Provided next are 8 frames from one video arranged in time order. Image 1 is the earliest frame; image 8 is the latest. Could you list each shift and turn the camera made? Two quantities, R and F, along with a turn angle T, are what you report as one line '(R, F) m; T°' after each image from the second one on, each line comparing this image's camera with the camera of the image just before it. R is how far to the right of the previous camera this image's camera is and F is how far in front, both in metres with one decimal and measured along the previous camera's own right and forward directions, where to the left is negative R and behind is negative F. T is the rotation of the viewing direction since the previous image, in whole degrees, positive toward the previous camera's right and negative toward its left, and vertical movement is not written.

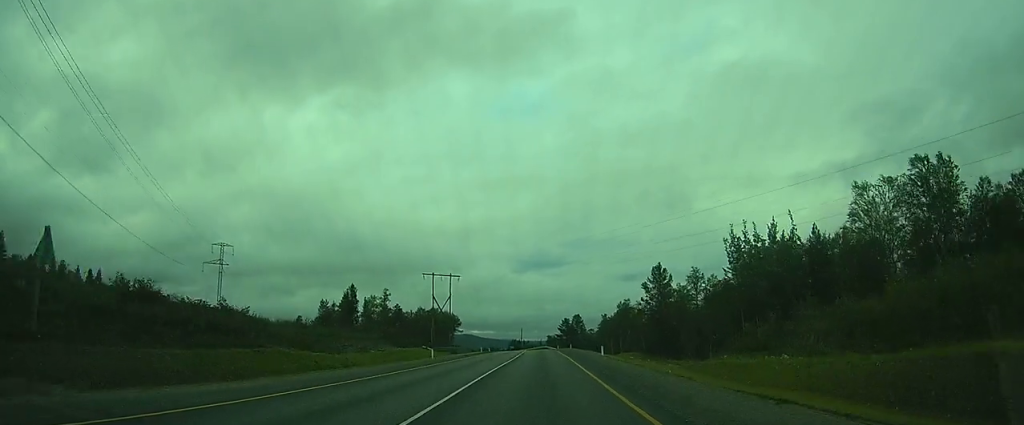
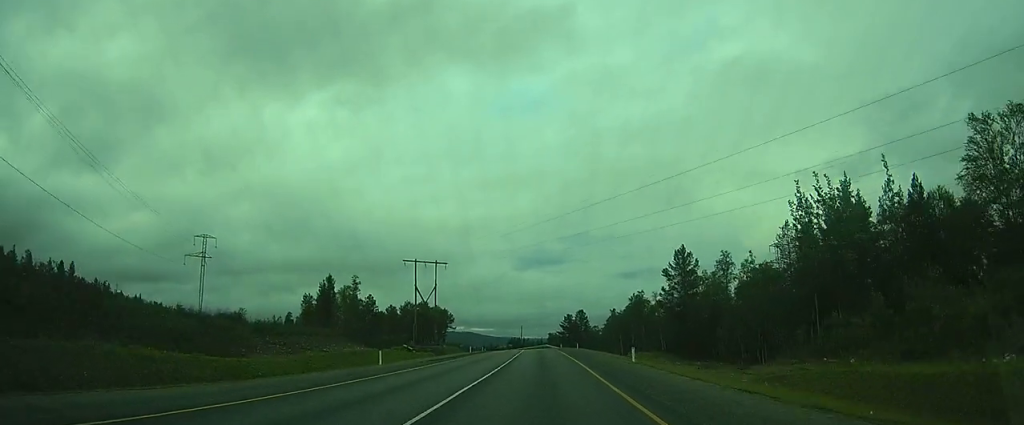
(+0.1, +14.5) m; 0°
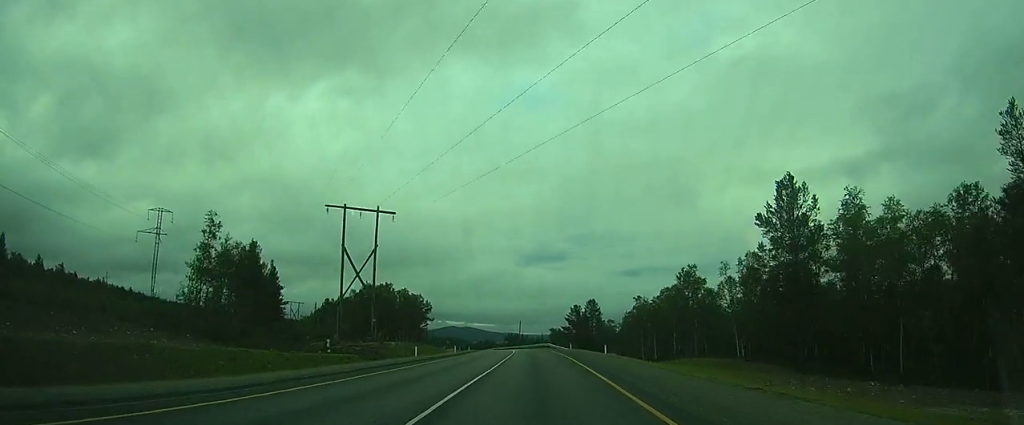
(-0.3, +32.1) m; -1°
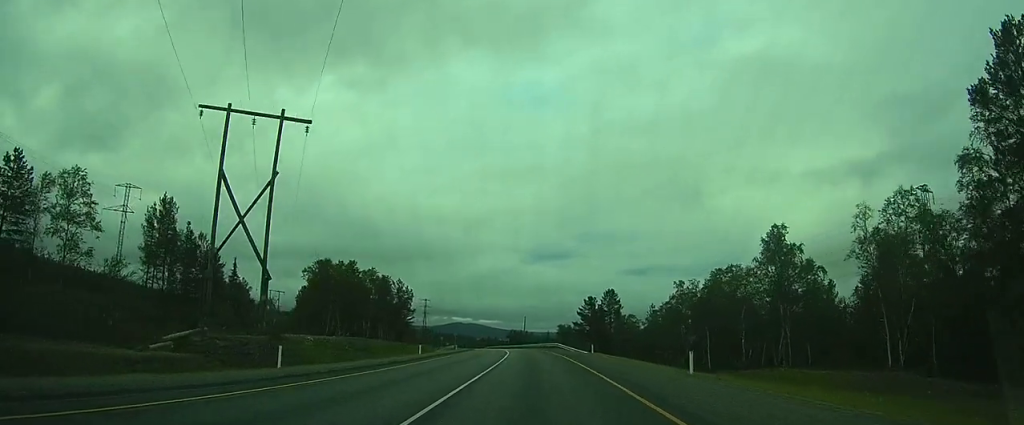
(0.0, +22.8) m; -1°
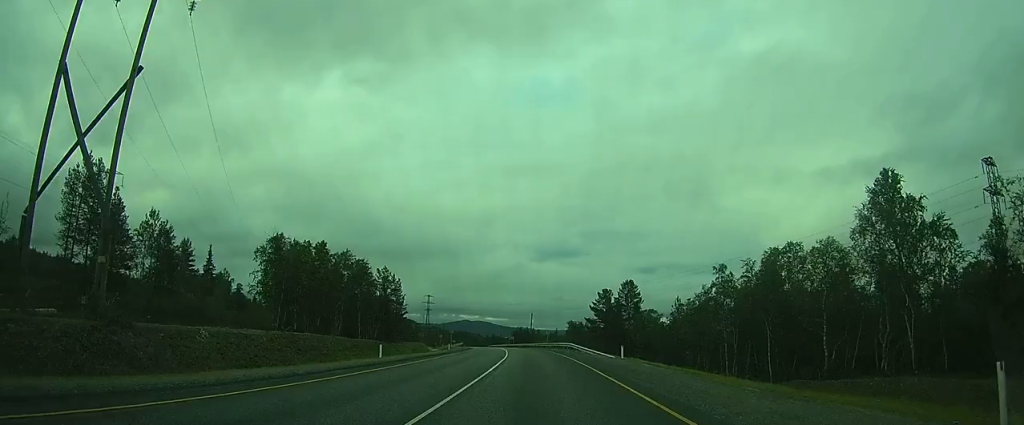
(-0.2, +13.3) m; -1°
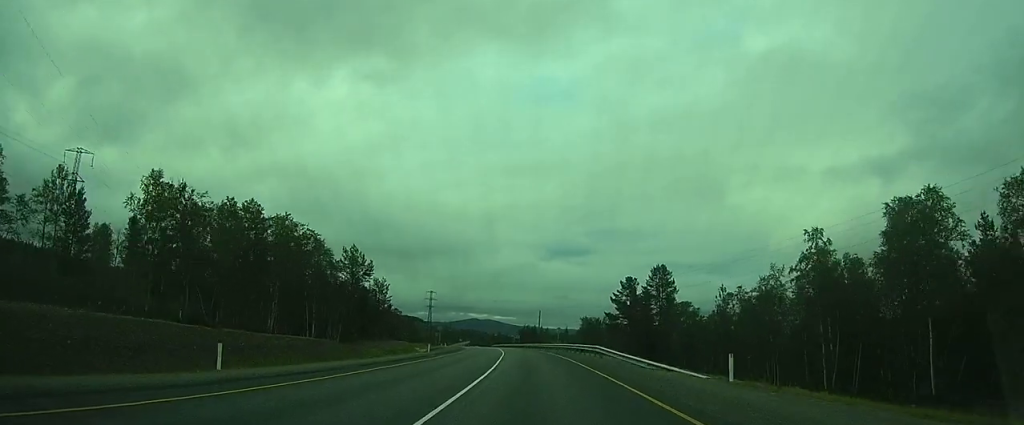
(-0.2, +17.8) m; -1°
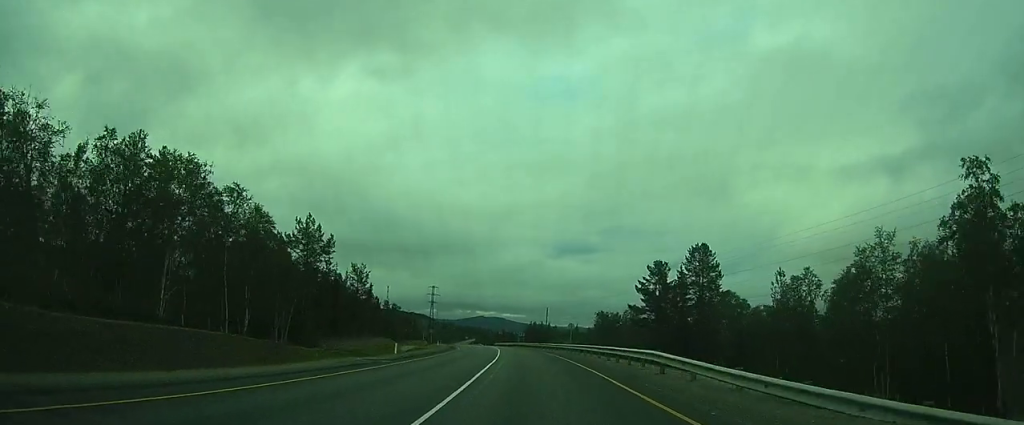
(0.0, +14.8) m; 0°
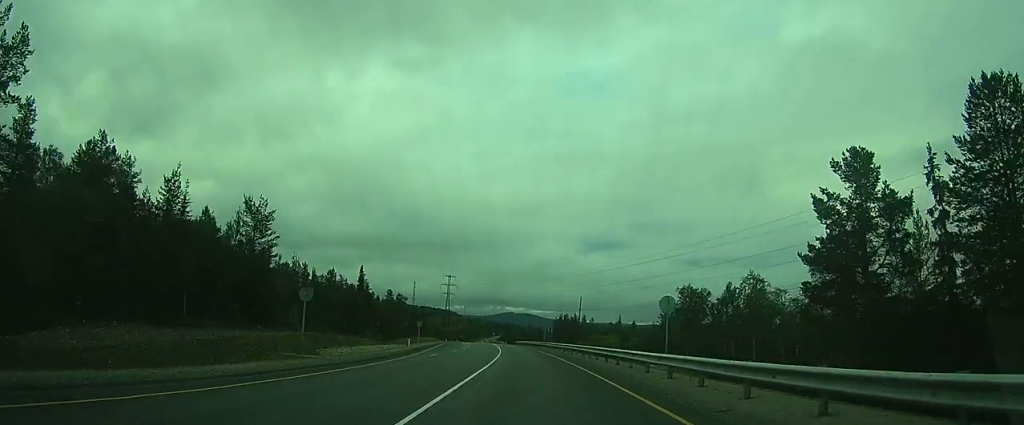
(+0.2, +35.1) m; +1°
